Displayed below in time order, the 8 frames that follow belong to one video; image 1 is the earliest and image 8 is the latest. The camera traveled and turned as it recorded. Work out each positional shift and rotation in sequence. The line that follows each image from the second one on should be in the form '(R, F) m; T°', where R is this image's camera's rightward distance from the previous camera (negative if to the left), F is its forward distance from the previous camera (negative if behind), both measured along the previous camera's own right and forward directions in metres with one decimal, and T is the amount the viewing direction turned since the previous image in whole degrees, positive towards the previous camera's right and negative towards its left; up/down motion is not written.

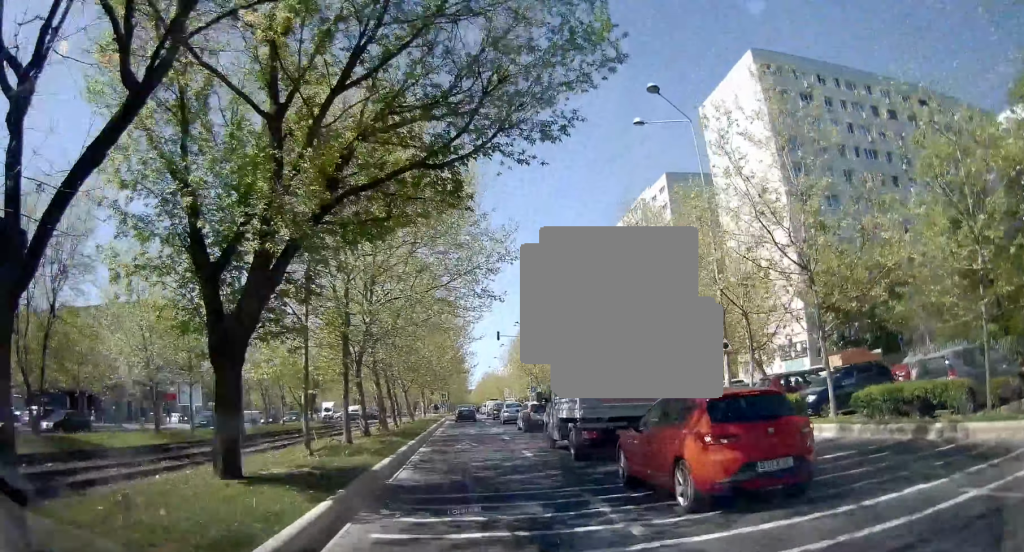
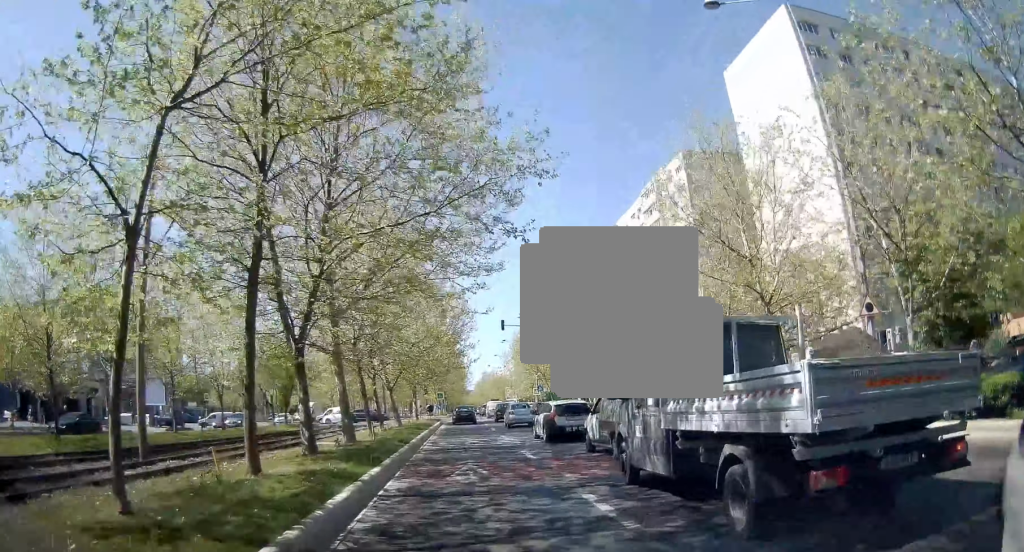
(-0.3, +9.0) m; -4°
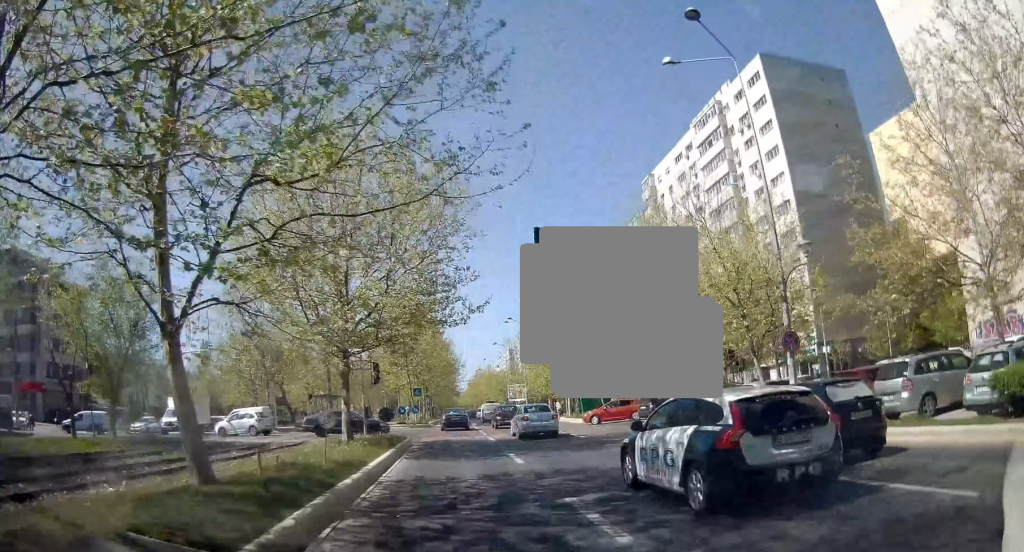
(+0.9, +27.6) m; +6°
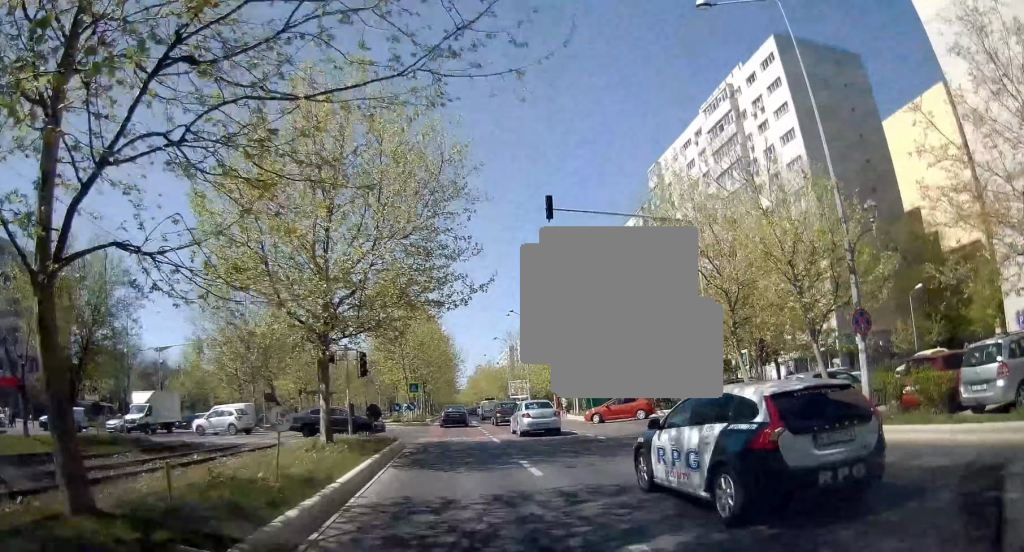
(+0.1, +3.5) m; 0°
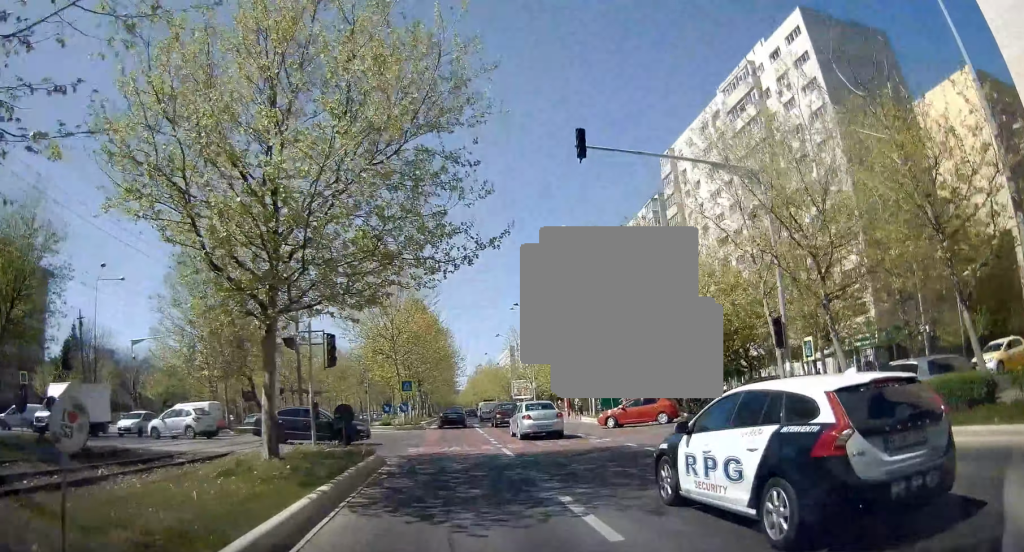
(+0.1, +5.9) m; 0°
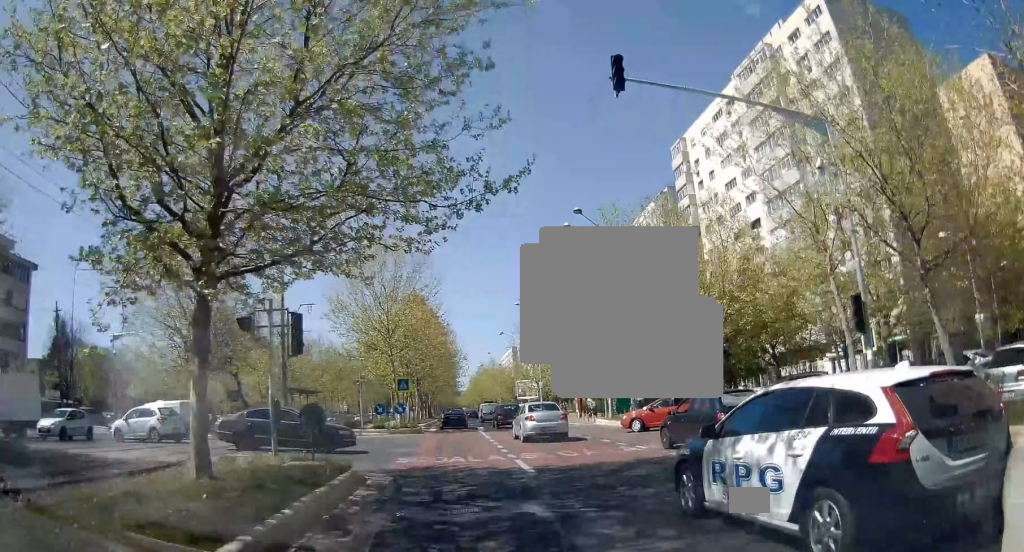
(-0.2, +4.0) m; +1°
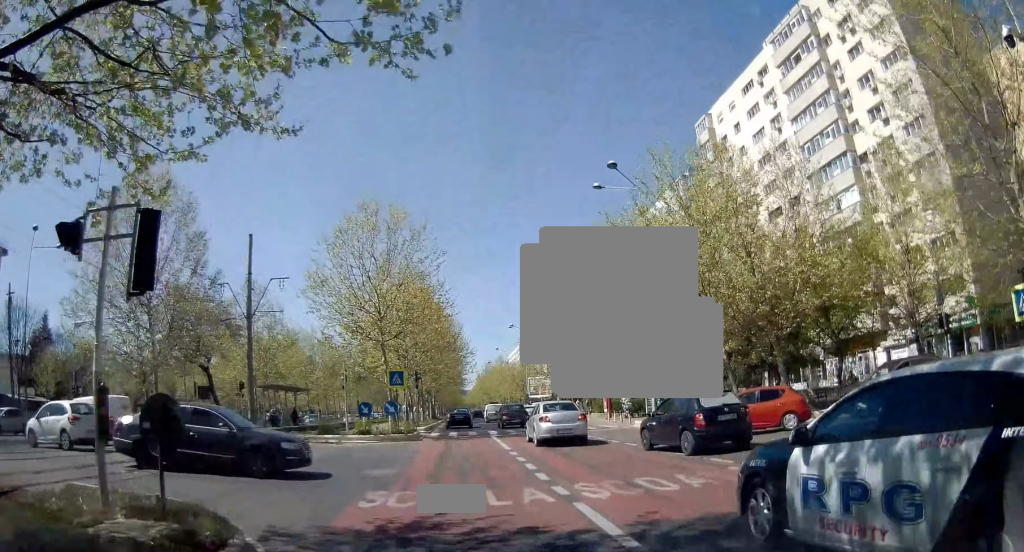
(+0.1, +7.0) m; +1°
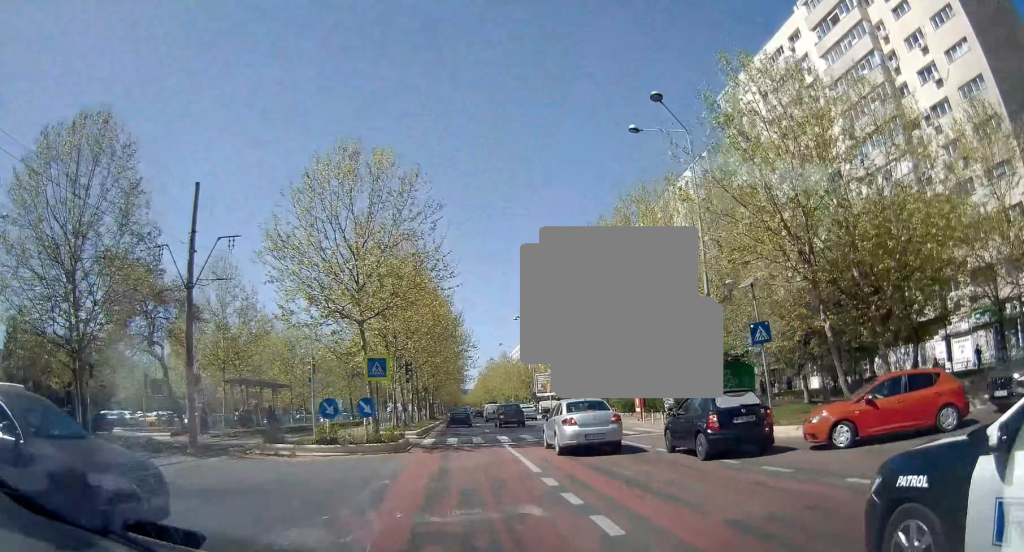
(+0.2, +7.3) m; 0°
